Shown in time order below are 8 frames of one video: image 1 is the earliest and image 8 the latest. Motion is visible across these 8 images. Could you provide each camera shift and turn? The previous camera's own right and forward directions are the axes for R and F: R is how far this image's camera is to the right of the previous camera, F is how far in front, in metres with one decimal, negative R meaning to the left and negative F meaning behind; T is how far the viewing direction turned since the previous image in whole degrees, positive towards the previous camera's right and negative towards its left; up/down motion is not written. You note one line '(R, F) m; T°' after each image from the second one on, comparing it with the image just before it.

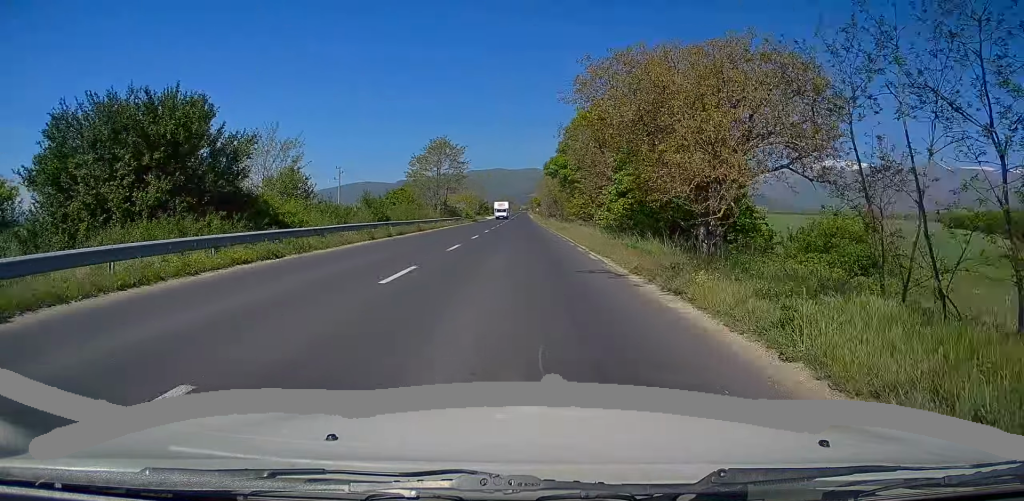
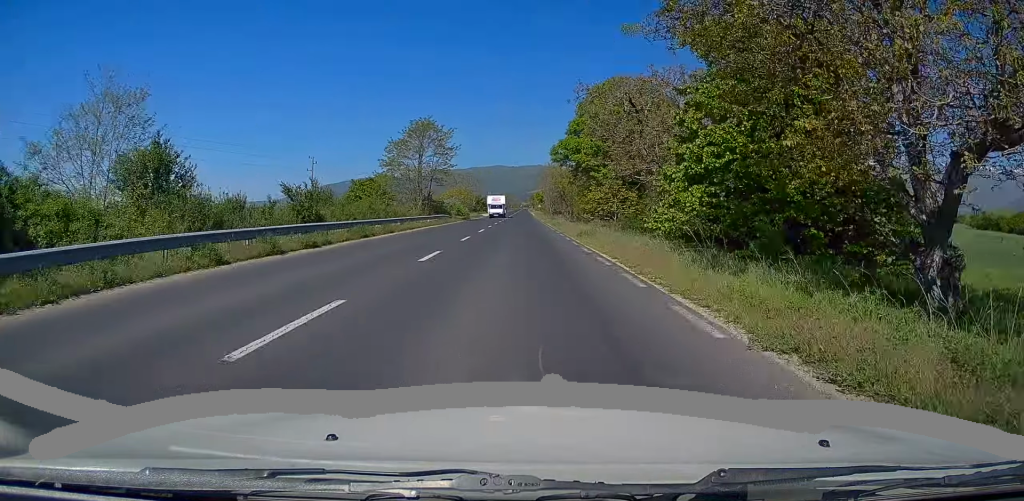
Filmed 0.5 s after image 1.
(+0.2, +14.1) m; 0°
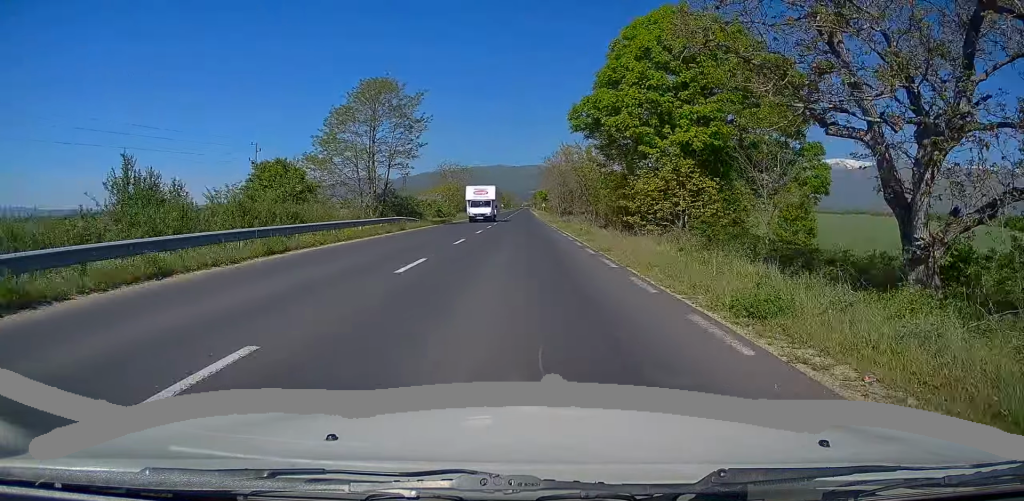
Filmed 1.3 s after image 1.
(+0.1, +20.3) m; 0°
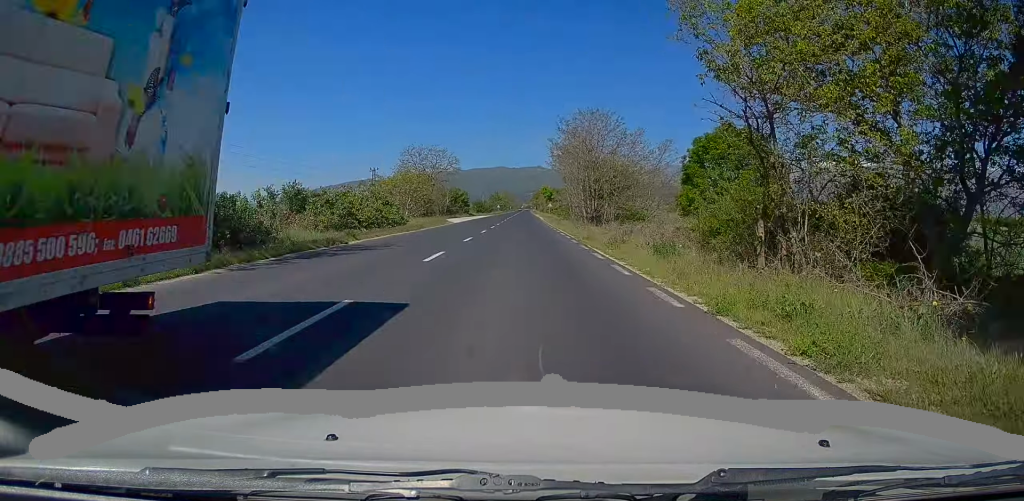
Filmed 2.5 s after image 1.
(+0.1, +32.8) m; -1°
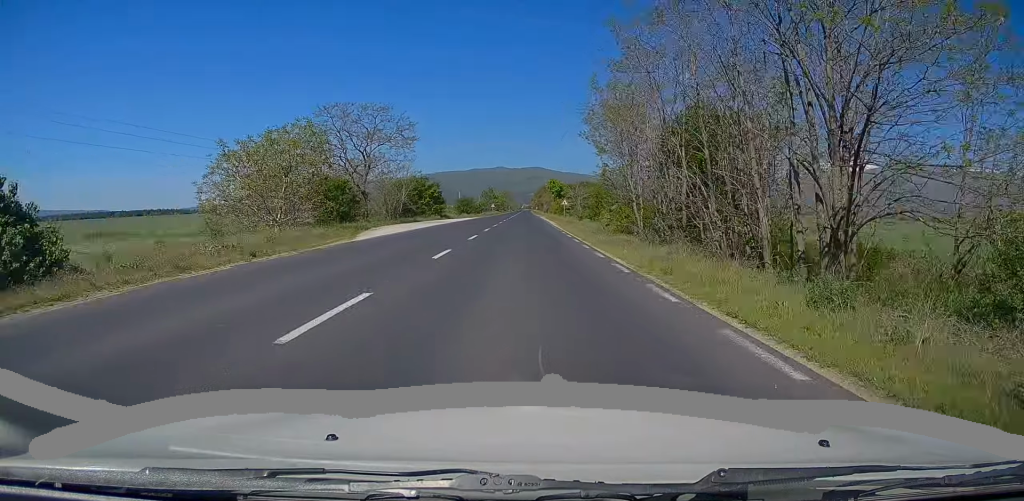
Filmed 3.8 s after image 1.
(-0.5, +34.8) m; 0°
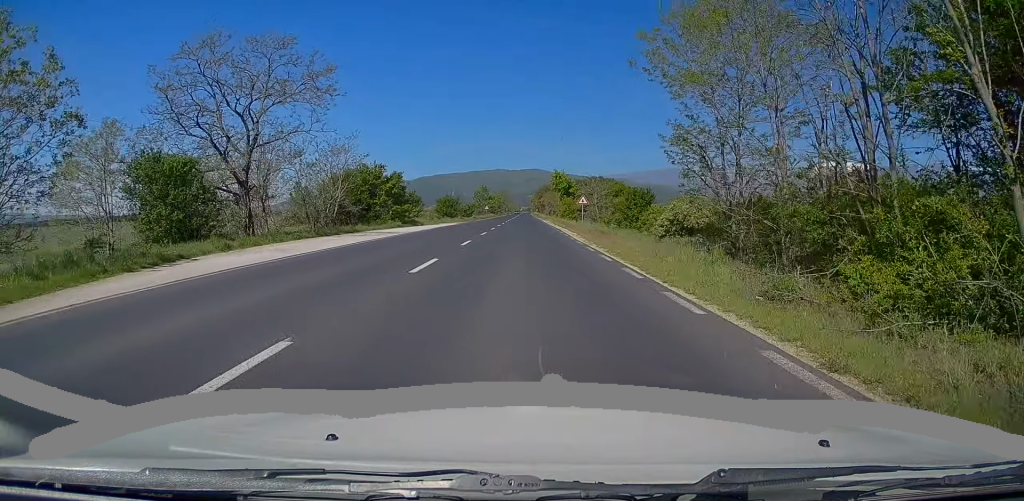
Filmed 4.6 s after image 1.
(+0.3, +20.5) m; +1°
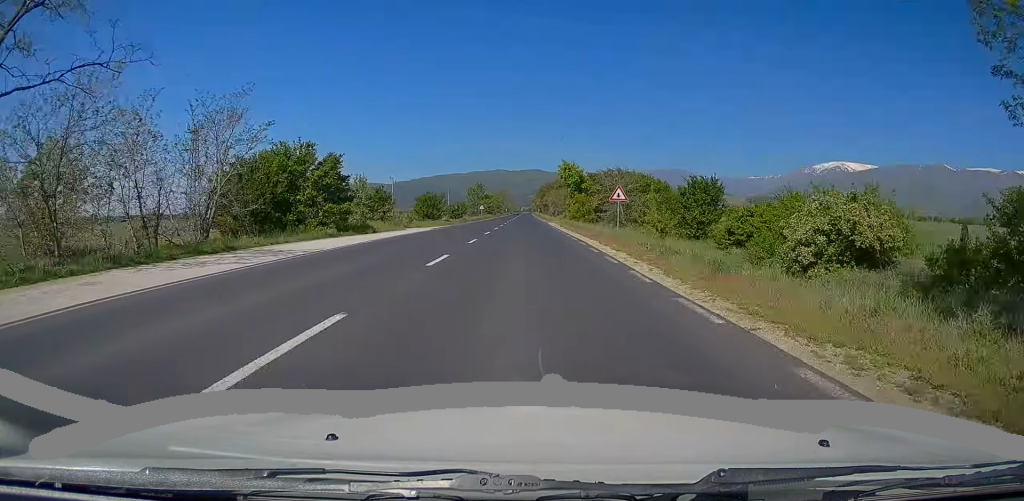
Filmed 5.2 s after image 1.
(0.0, +16.2) m; 0°
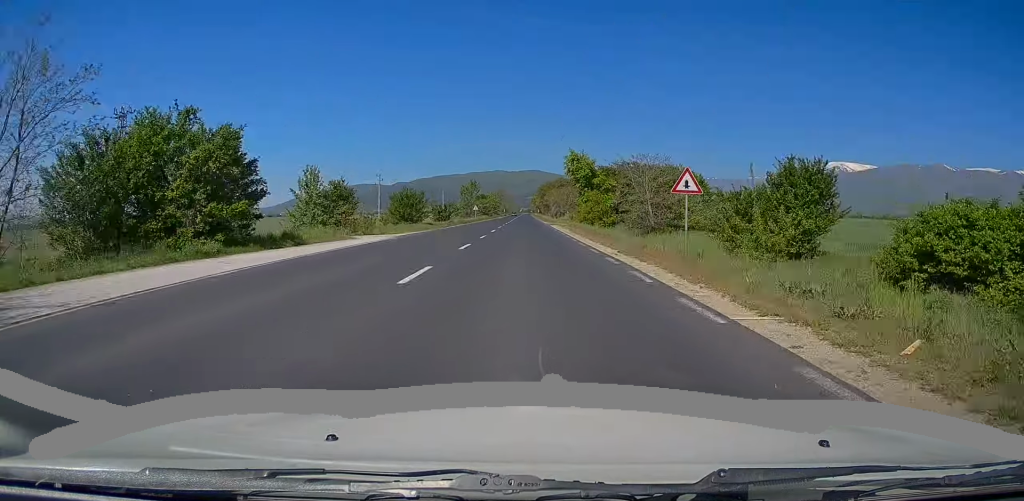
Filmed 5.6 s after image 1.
(+0.1, +11.7) m; 0°
